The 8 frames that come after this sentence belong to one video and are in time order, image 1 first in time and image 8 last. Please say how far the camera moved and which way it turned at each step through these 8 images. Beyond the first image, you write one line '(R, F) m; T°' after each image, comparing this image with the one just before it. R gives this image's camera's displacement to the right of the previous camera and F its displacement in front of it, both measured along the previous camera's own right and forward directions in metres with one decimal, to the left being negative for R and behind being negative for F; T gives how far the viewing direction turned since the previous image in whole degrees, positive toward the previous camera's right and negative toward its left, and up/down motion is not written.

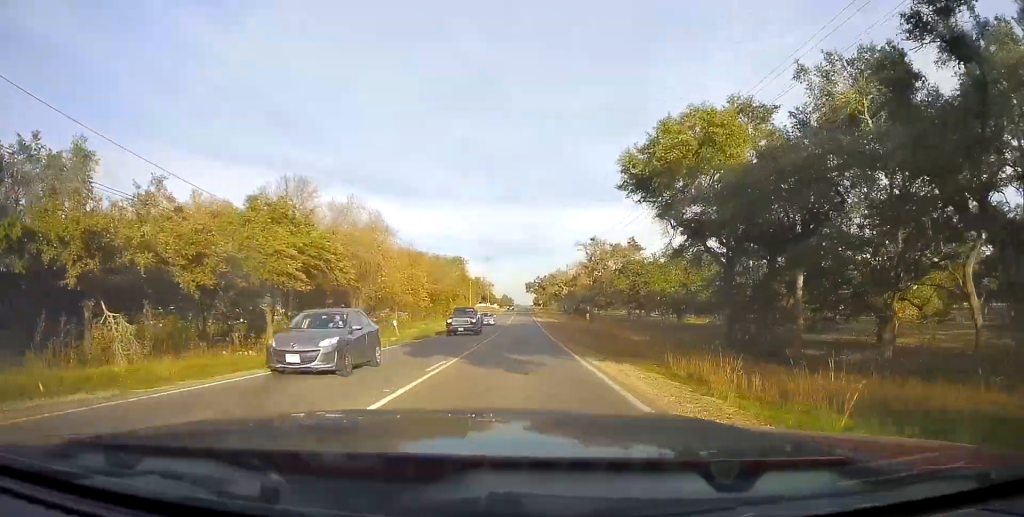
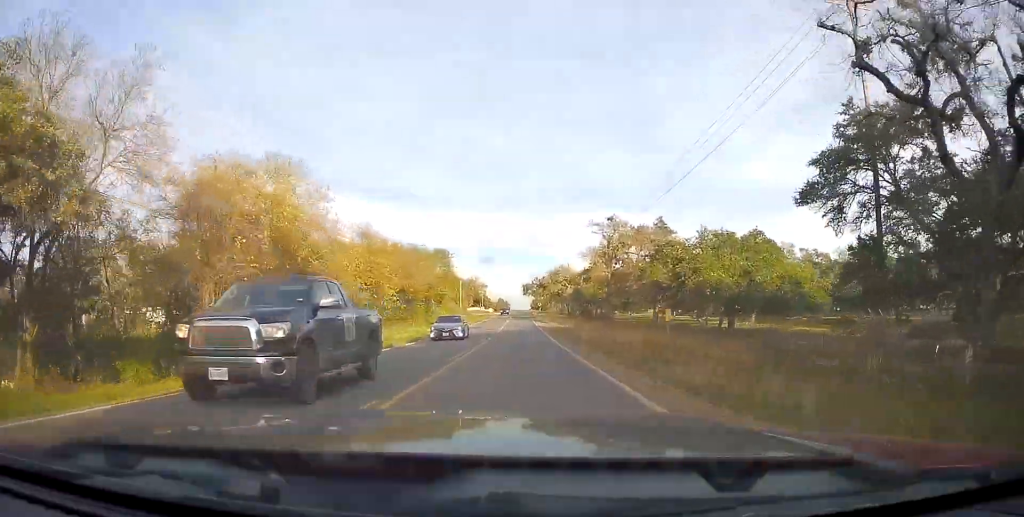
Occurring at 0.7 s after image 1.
(0.0, +19.7) m; +1°
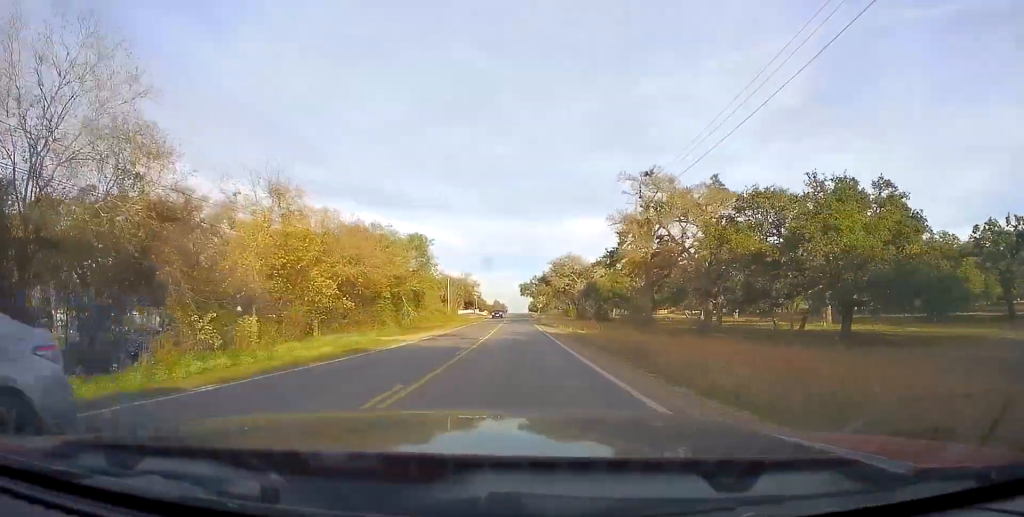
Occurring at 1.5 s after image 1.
(+0.3, +21.1) m; 0°
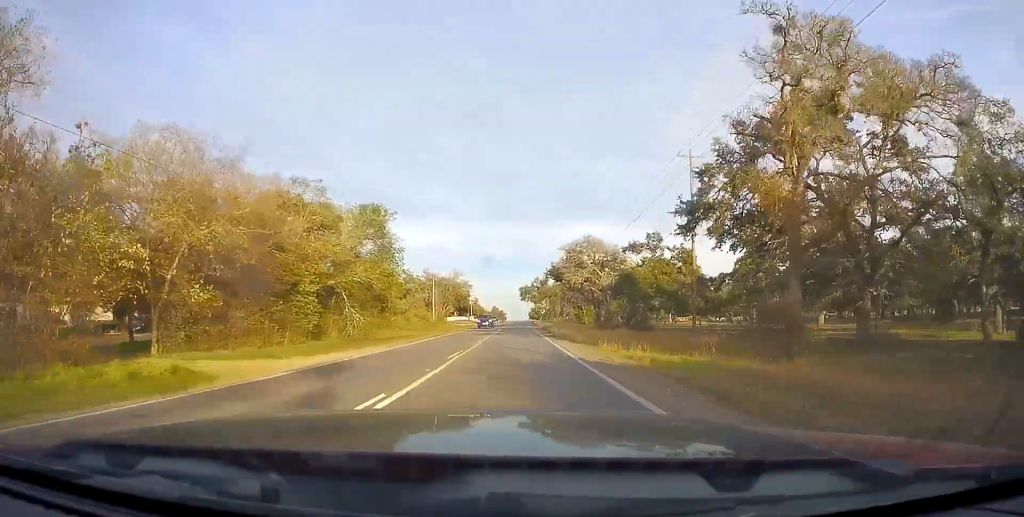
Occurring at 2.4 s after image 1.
(-0.1, +24.3) m; 0°
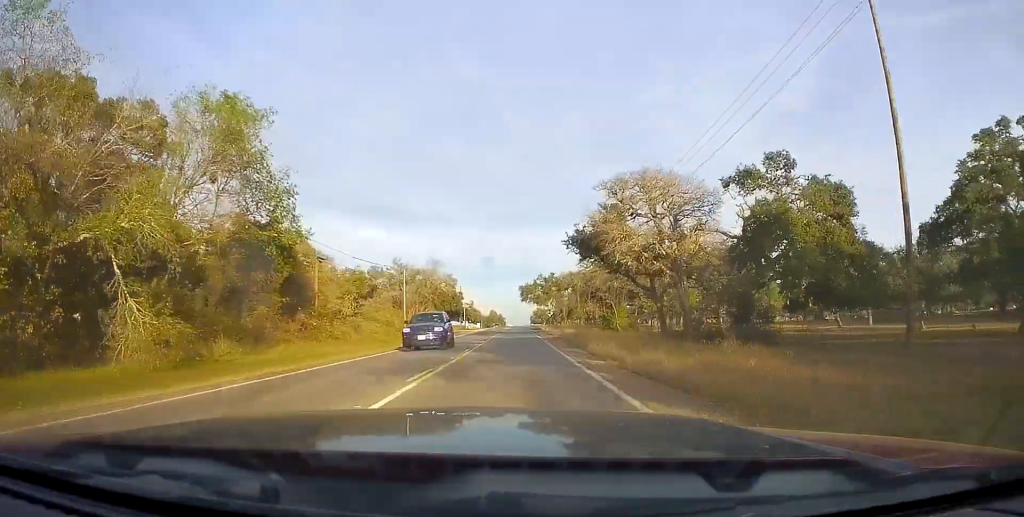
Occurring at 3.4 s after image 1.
(-0.2, +29.0) m; 0°
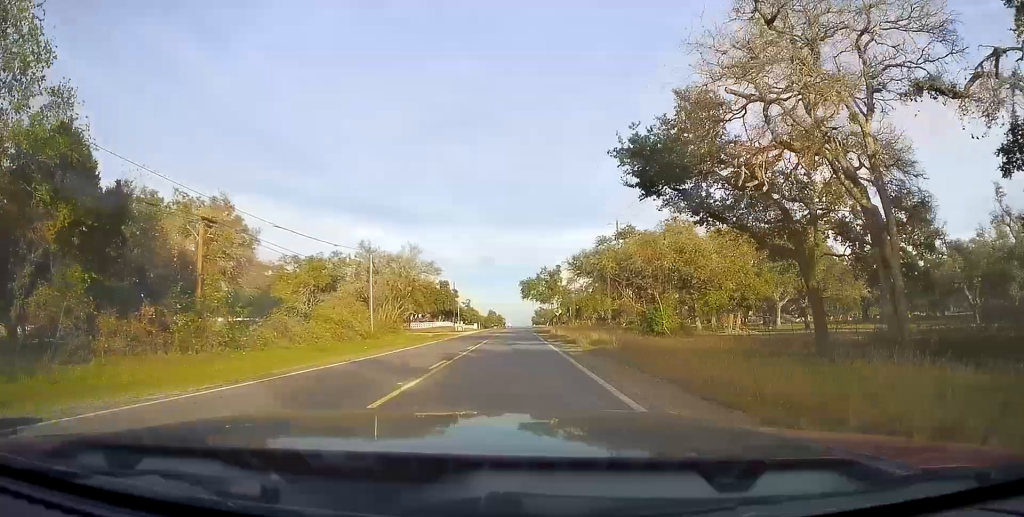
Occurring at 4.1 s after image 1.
(+0.1, +19.8) m; 0°
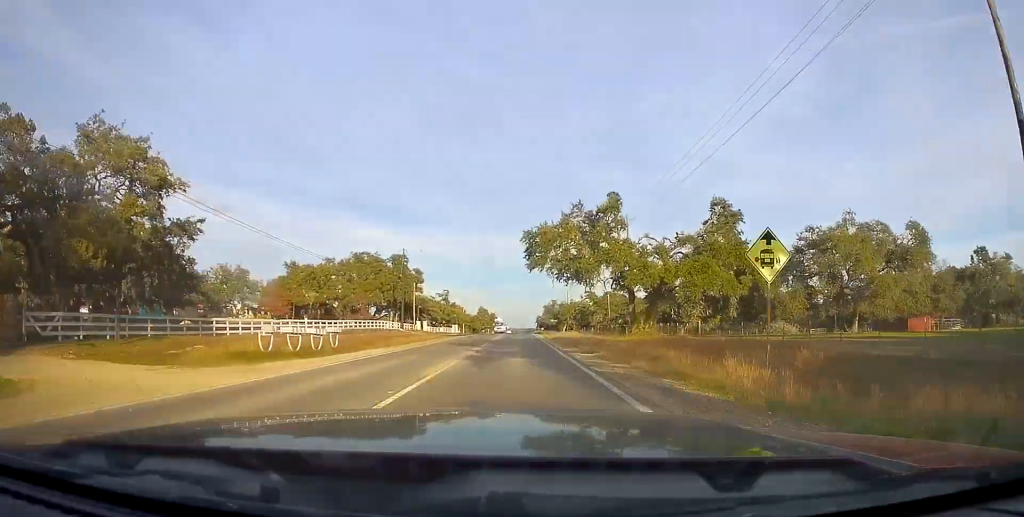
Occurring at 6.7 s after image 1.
(-0.3, +70.8) m; -1°
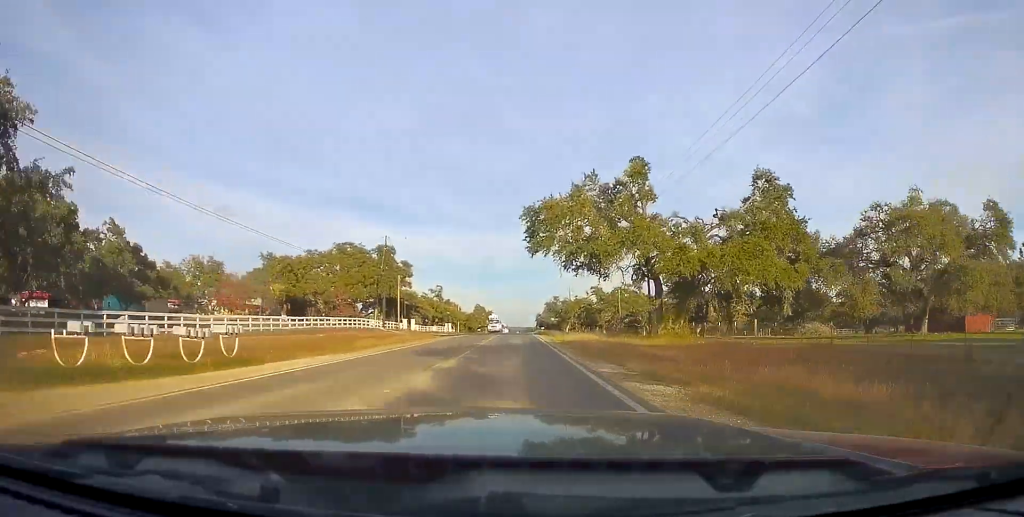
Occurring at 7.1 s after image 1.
(-0.1, +11.4) m; 0°
